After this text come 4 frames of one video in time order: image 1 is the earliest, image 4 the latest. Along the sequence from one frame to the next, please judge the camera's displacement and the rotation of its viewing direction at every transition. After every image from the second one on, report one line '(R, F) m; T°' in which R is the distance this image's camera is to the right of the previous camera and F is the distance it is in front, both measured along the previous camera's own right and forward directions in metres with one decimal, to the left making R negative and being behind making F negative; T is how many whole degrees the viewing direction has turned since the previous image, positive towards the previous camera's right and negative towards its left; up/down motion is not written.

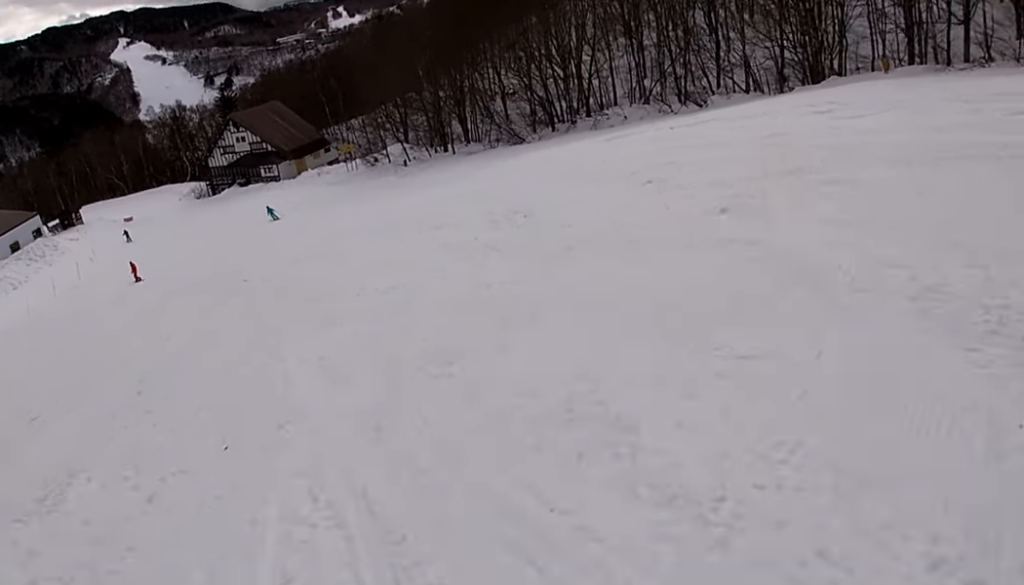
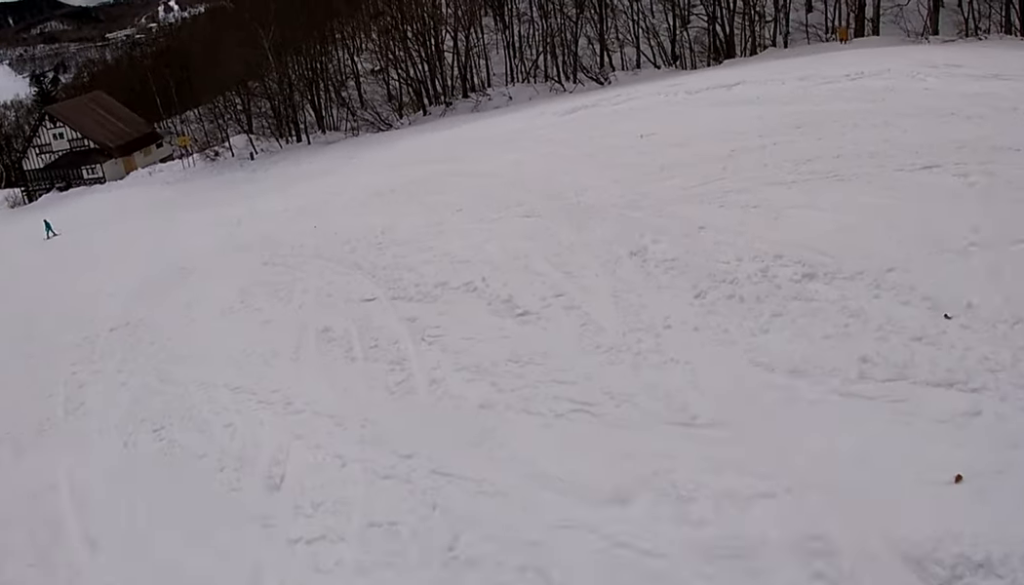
(+1.2, +9.9) m; +9°
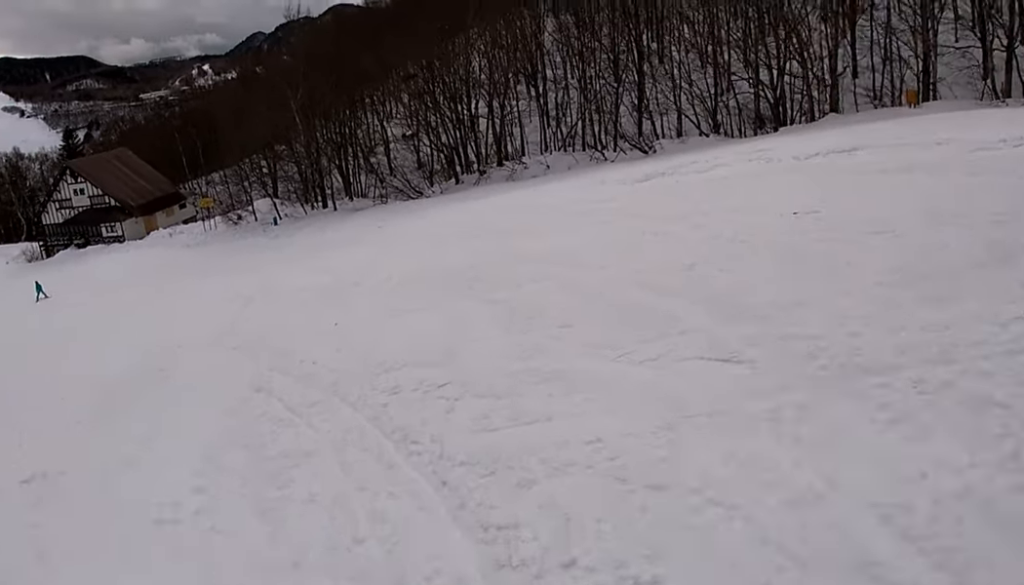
(-0.1, +4.0) m; -6°
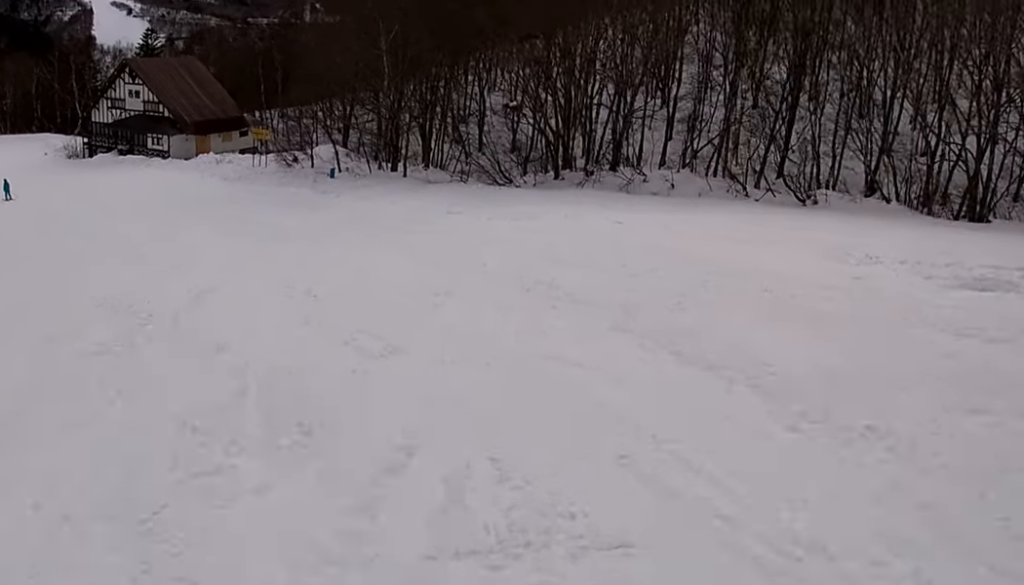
(-1.5, +10.3) m; -23°
